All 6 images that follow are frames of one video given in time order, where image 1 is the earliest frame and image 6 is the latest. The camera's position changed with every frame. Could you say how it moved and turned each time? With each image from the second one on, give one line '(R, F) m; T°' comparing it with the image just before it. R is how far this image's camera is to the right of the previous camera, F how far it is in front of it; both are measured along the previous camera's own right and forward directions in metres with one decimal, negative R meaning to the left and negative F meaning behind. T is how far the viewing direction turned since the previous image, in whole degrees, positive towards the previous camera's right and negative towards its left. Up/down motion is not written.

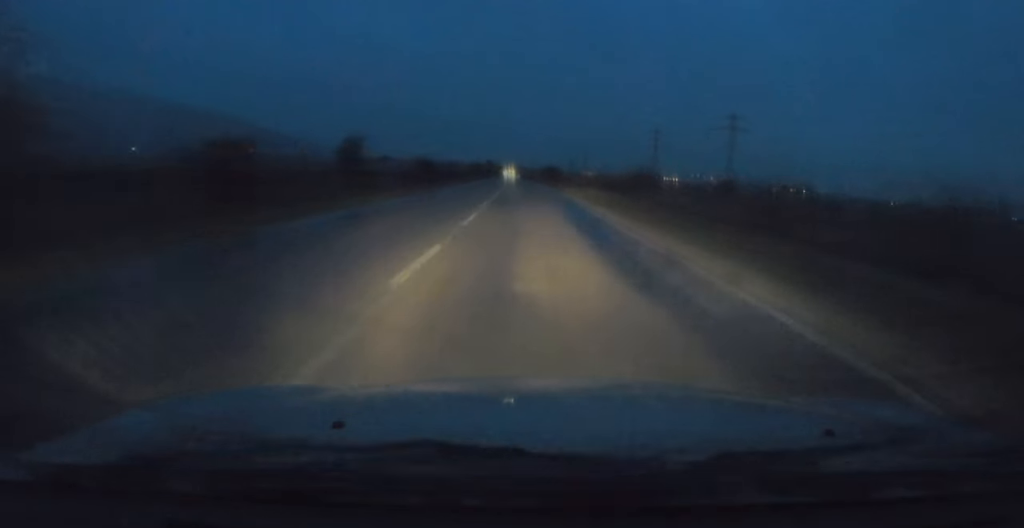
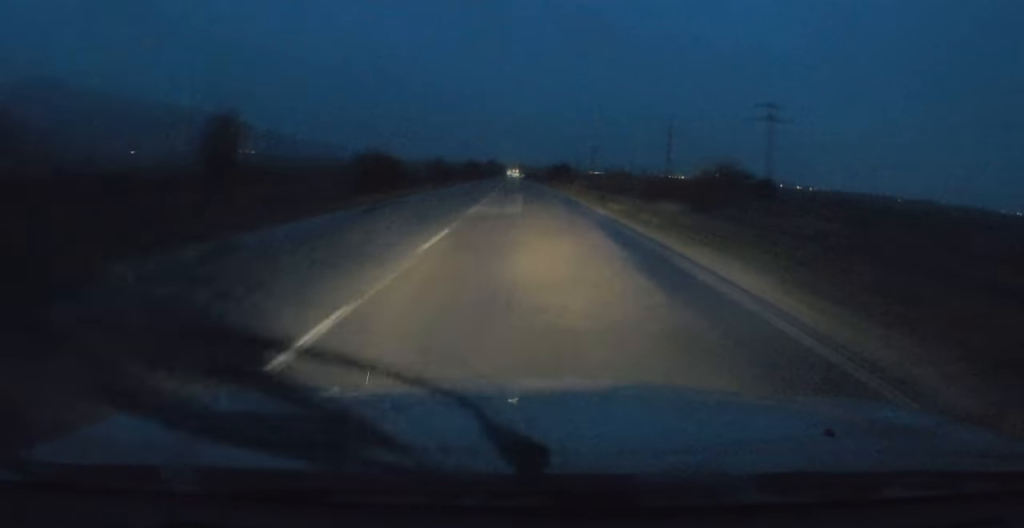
(+0.2, +19.9) m; 0°
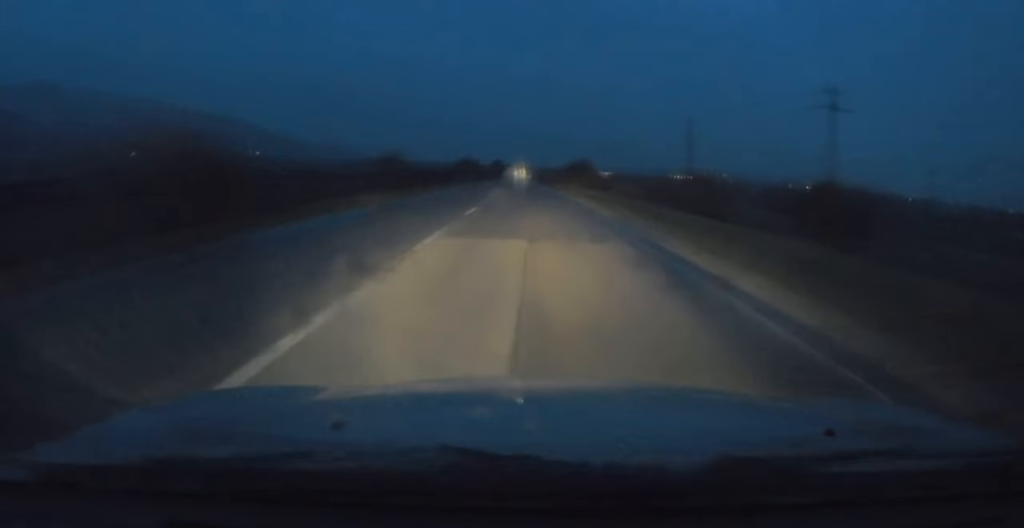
(0.0, +22.5) m; -1°
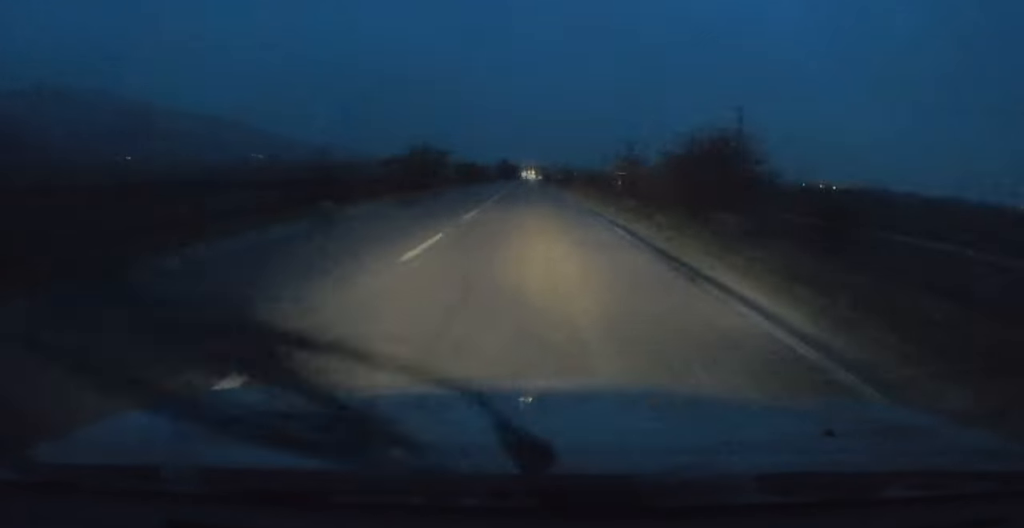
(-0.7, +47.4) m; -1°
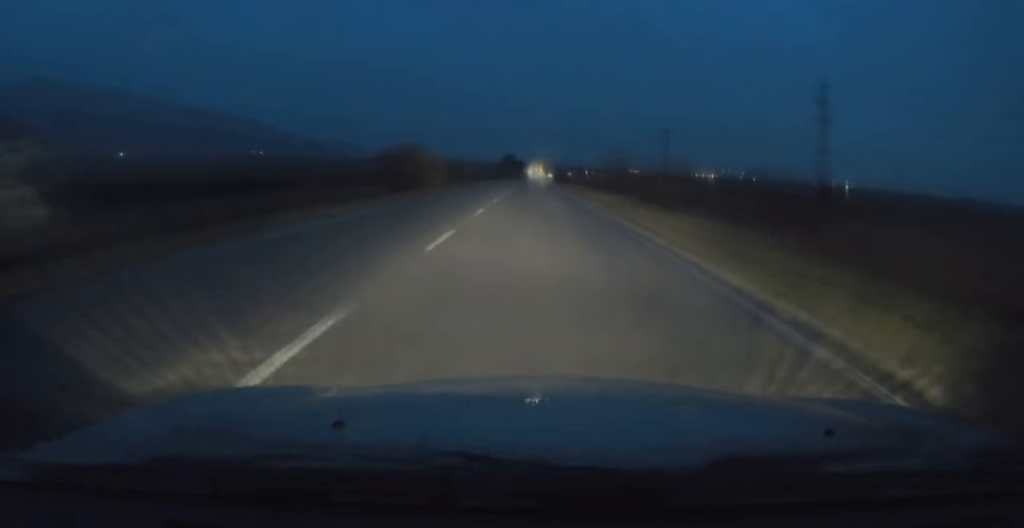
(0.0, +52.2) m; 0°
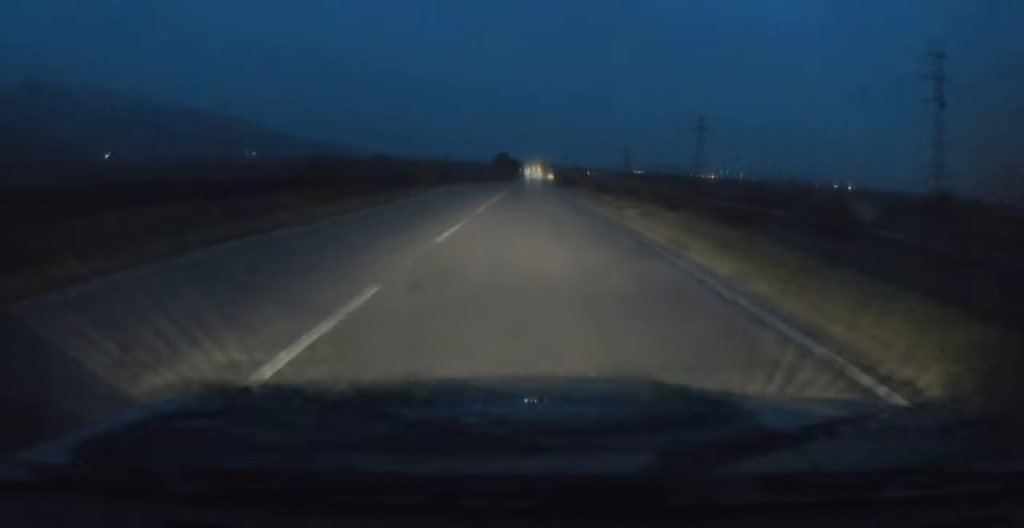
(0.0, +44.5) m; 0°
